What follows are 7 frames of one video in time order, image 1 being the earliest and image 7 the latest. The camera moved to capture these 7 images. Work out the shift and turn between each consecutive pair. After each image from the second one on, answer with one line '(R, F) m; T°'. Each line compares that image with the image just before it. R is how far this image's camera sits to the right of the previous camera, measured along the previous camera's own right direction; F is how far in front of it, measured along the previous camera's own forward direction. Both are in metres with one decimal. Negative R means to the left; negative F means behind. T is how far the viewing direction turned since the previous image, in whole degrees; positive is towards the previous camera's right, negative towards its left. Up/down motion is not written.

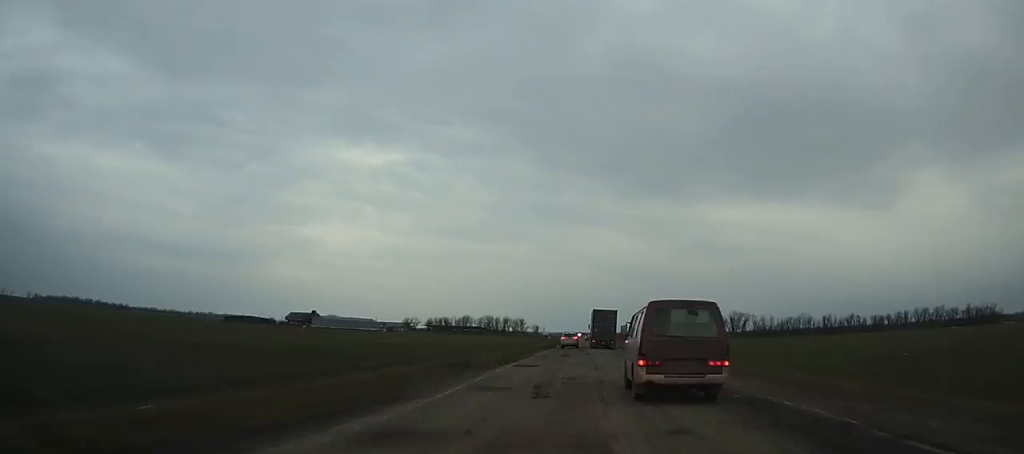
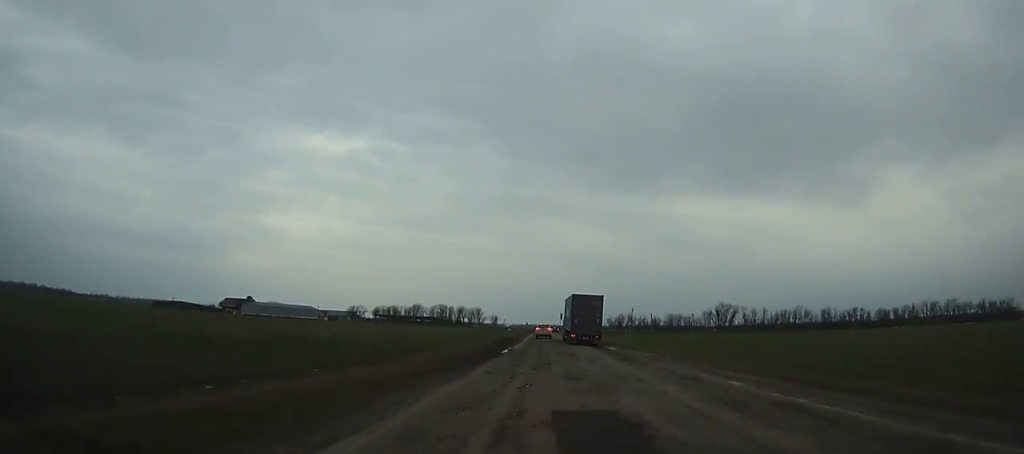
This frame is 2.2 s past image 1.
(+0.5, +40.2) m; +1°
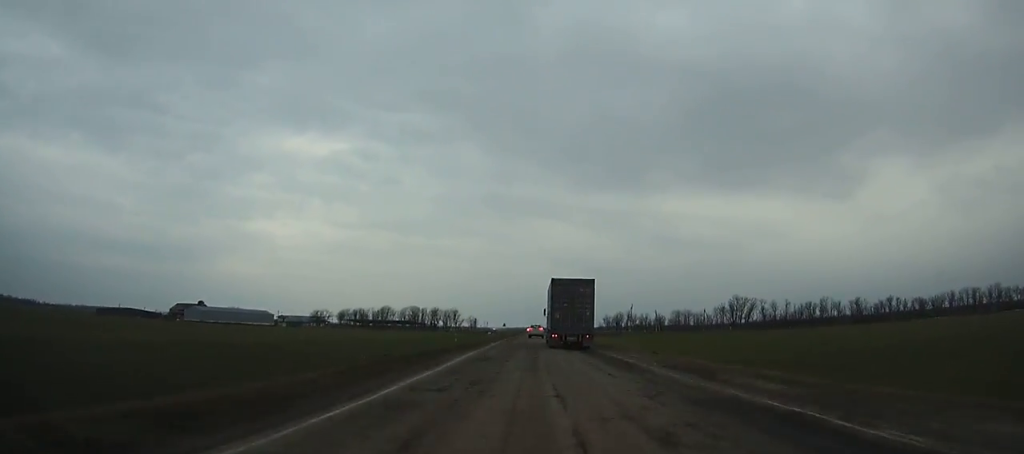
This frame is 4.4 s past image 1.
(+0.5, +38.7) m; 0°
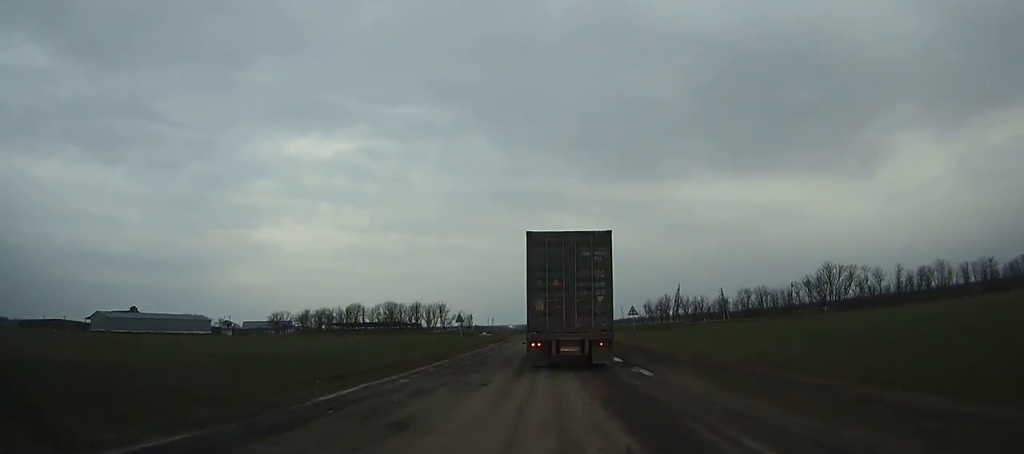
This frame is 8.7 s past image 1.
(-0.4, +70.4) m; -1°
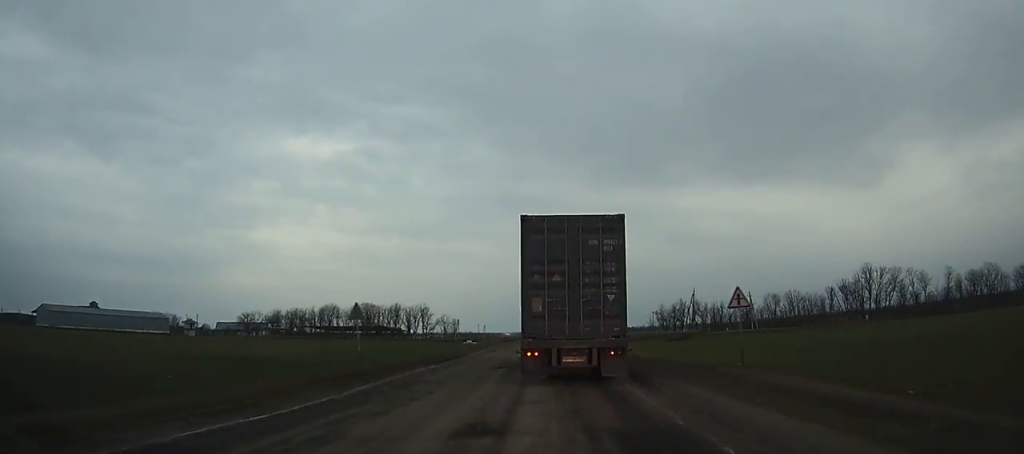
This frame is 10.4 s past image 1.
(0.0, +24.7) m; 0°
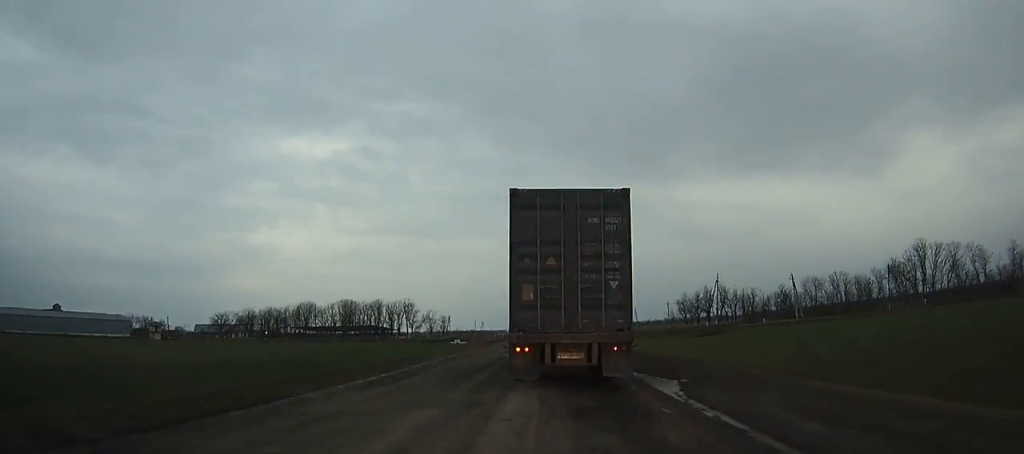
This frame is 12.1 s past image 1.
(0.0, +24.2) m; 0°
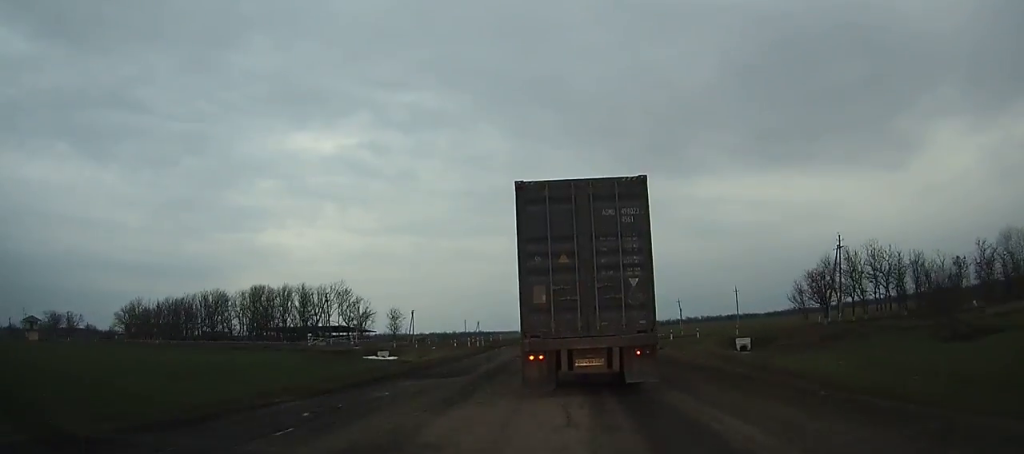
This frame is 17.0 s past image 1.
(-1.0, +65.9) m; -1°
